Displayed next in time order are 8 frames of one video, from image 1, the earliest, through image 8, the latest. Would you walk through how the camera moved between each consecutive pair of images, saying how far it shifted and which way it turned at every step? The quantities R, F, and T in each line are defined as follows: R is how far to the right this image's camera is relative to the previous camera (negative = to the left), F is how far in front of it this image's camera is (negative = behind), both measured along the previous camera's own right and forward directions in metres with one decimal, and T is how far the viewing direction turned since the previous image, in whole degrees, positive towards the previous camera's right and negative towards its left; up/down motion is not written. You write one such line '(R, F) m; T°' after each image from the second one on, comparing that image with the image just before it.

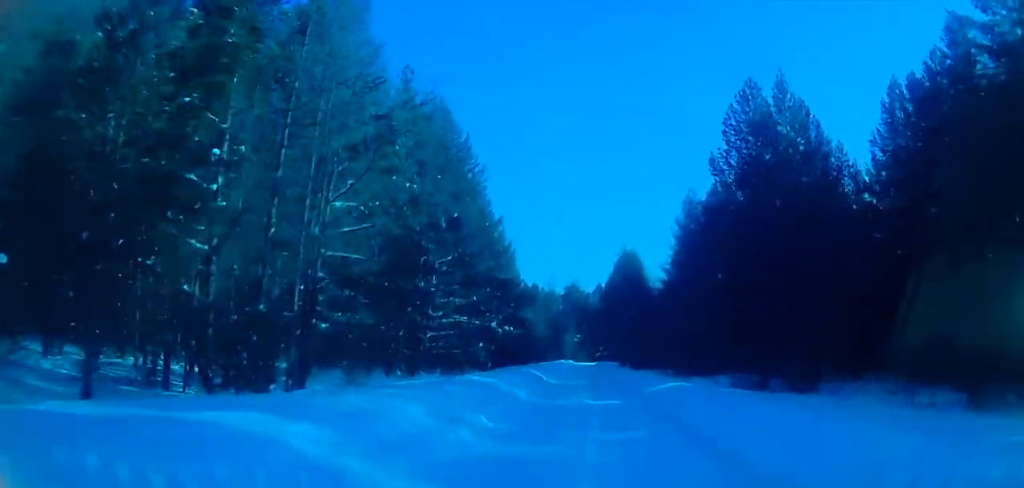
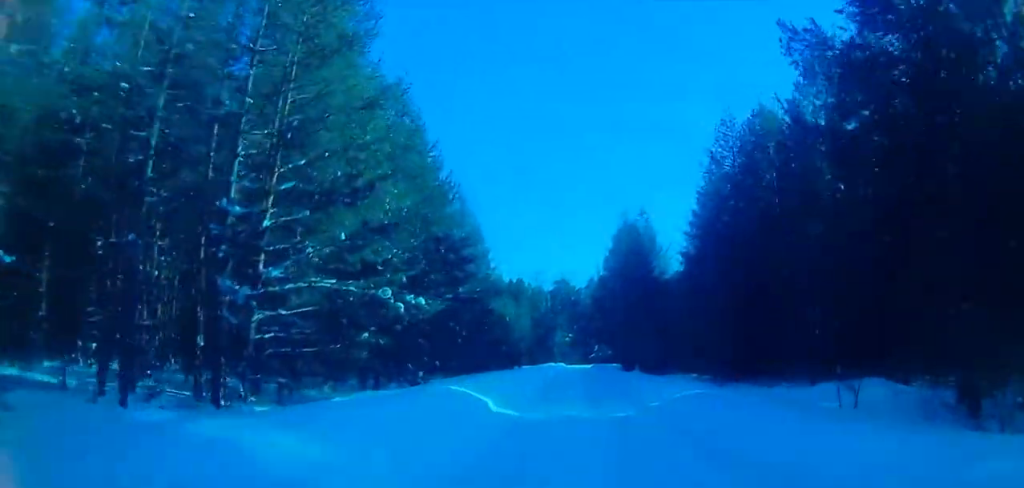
(-0.2, +20.3) m; +1°
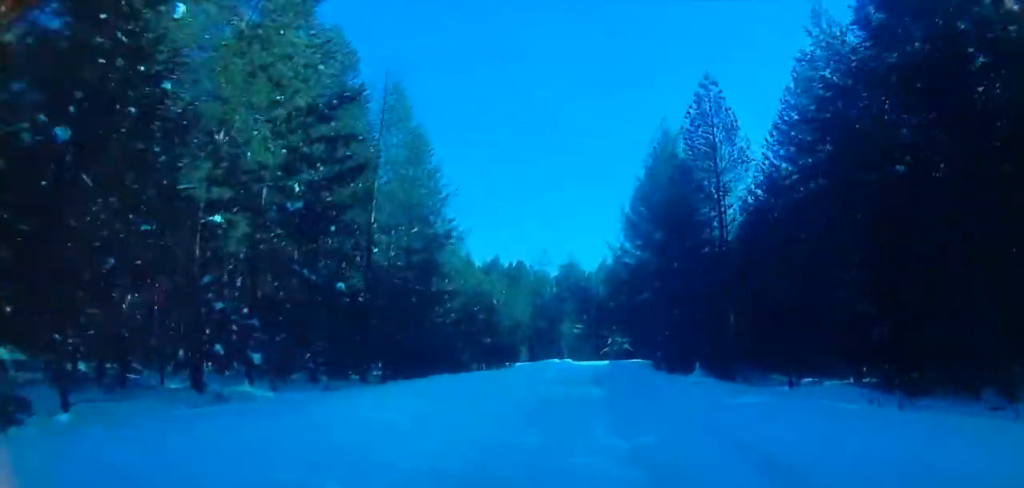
(+1.4, +26.2) m; +4°
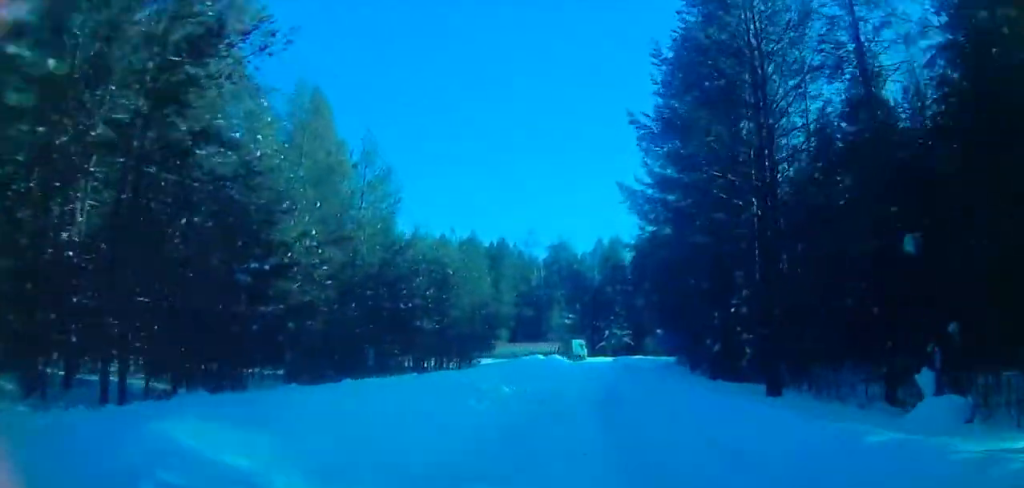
(-0.2, +24.1) m; -2°
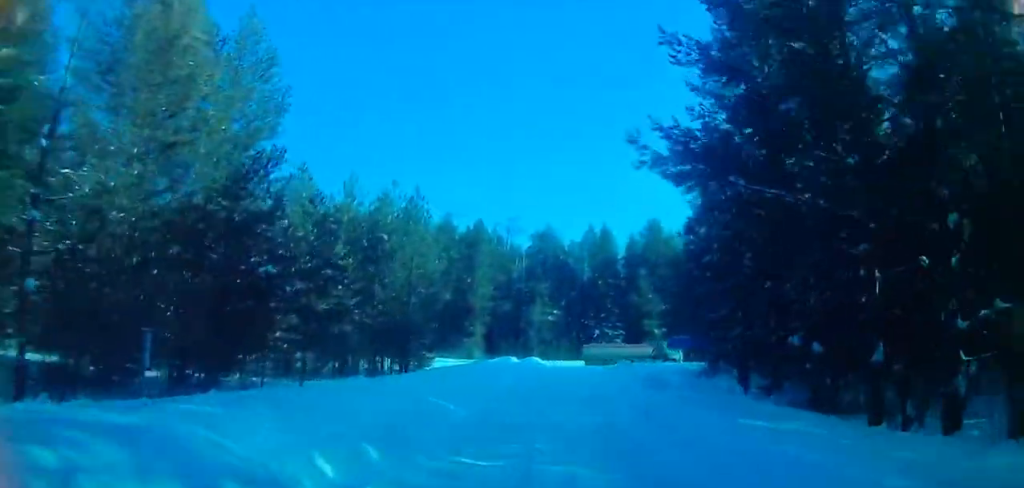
(-0.2, +14.6) m; -2°
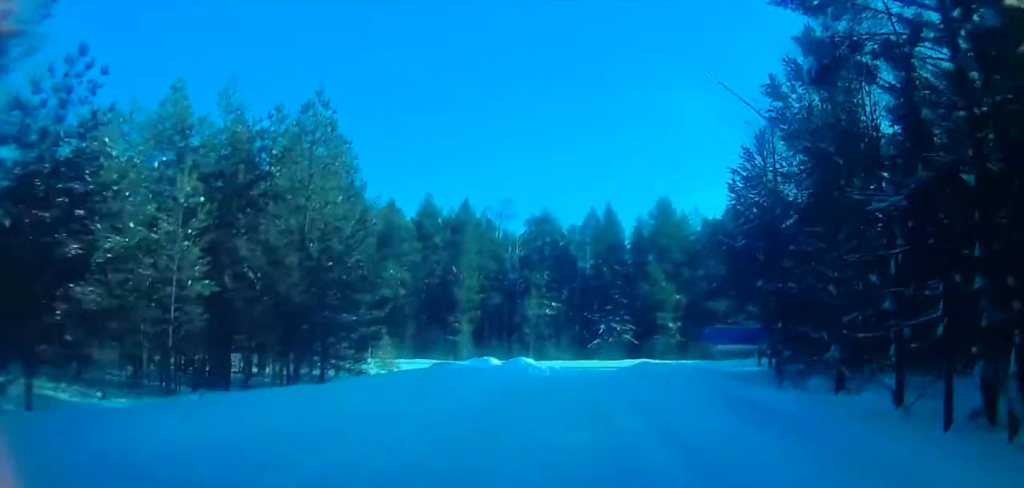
(-0.3, +12.1) m; -1°
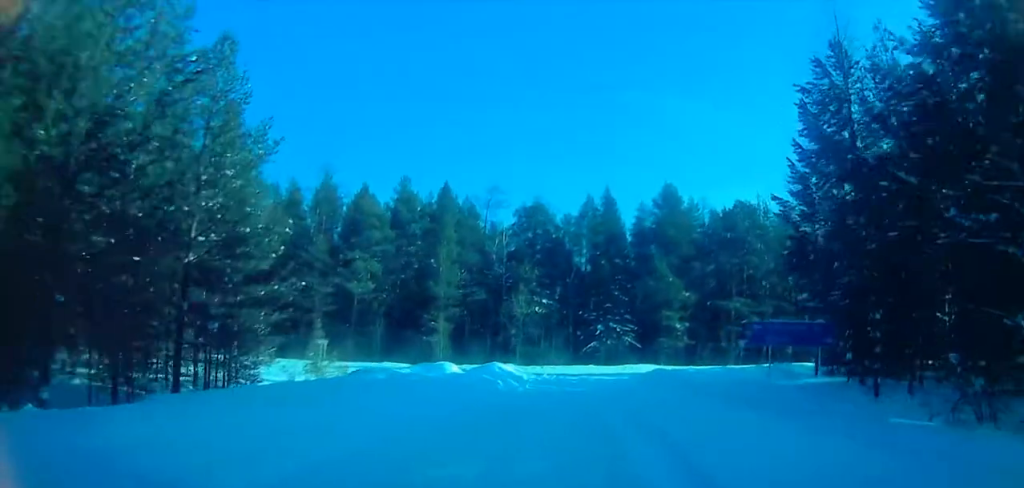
(+0.1, +9.8) m; +1°
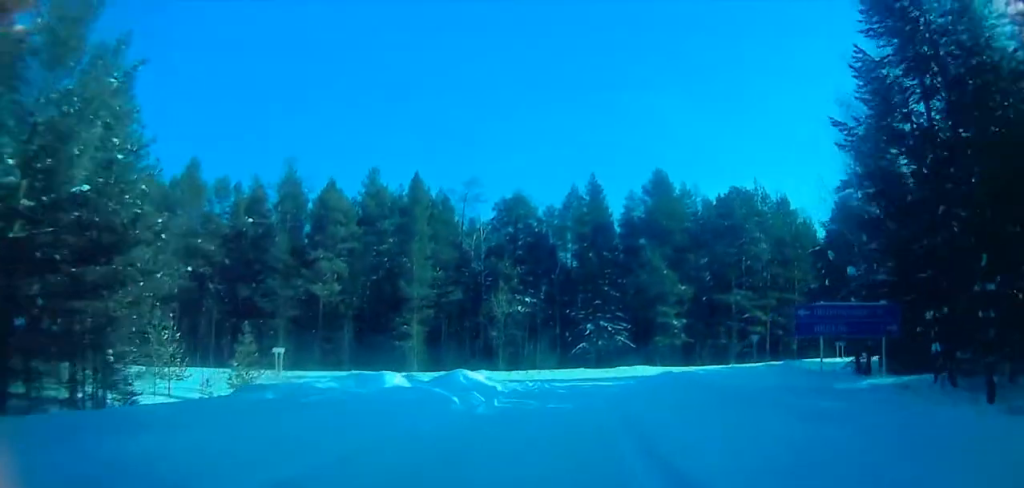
(0.0, +6.5) m; +1°
